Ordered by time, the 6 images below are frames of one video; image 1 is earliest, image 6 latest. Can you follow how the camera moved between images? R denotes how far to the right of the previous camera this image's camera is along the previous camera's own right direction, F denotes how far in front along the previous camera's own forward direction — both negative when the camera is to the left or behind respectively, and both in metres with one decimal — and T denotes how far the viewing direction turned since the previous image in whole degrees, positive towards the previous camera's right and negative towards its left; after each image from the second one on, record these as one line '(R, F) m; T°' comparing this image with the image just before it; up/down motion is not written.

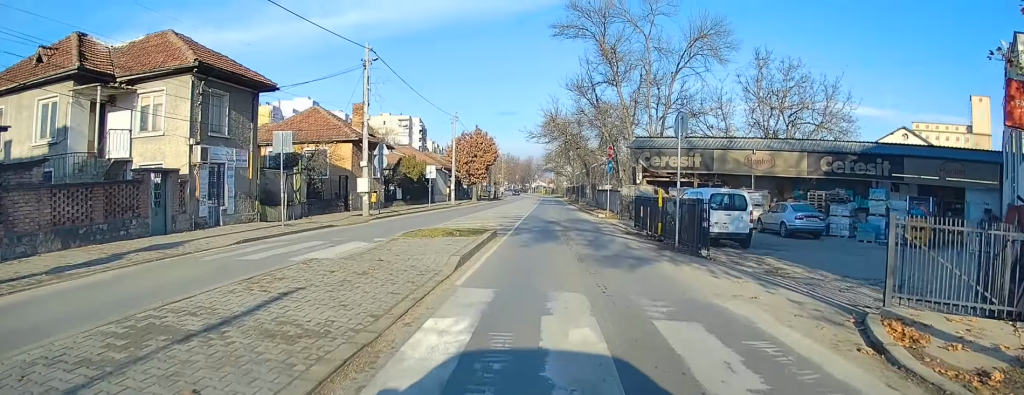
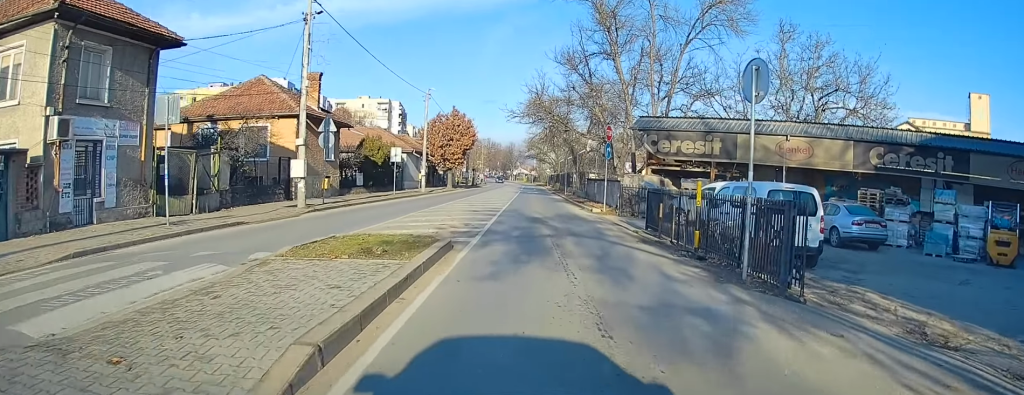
(0.0, +6.8) m; 0°
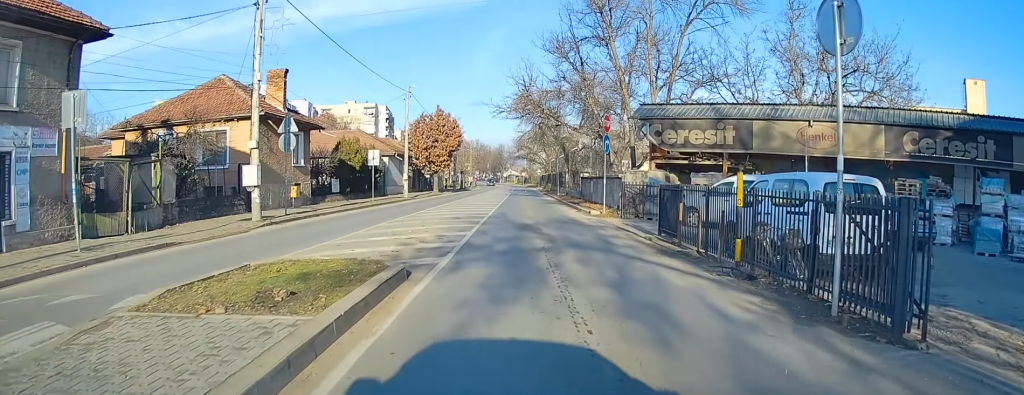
(0.0, +3.4) m; 0°
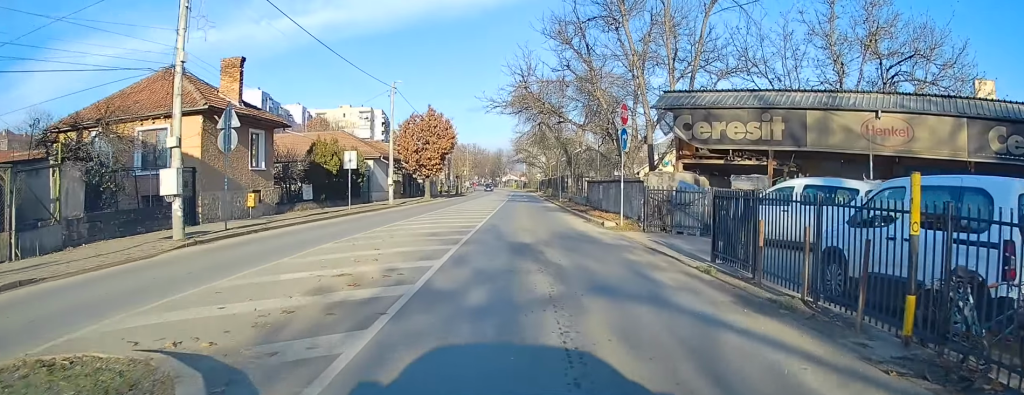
(+0.1, +5.0) m; +1°
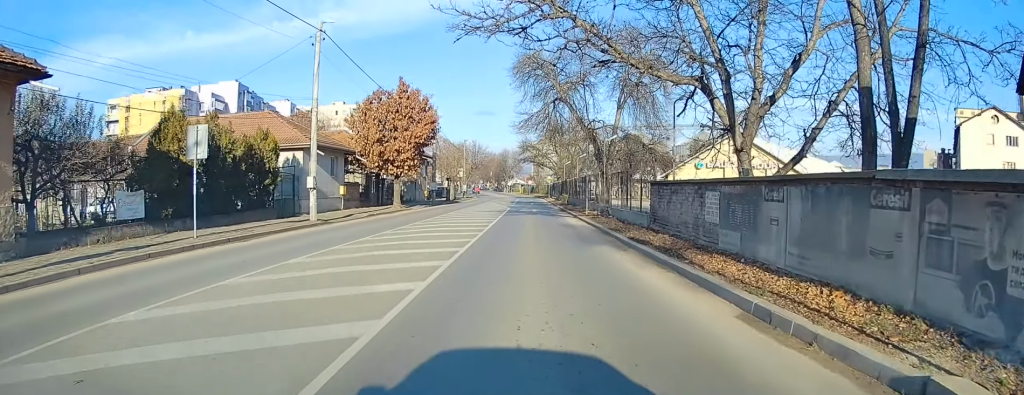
(+0.4, +17.2) m; +2°
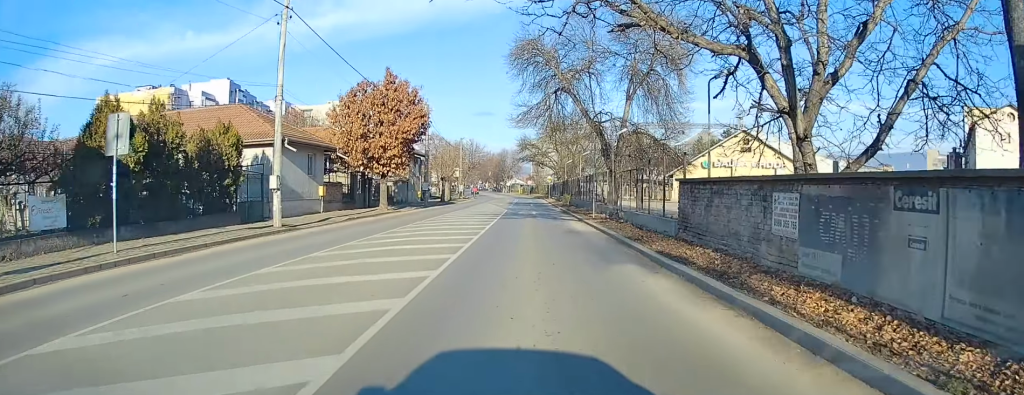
(+0.1, +3.5) m; -1°
